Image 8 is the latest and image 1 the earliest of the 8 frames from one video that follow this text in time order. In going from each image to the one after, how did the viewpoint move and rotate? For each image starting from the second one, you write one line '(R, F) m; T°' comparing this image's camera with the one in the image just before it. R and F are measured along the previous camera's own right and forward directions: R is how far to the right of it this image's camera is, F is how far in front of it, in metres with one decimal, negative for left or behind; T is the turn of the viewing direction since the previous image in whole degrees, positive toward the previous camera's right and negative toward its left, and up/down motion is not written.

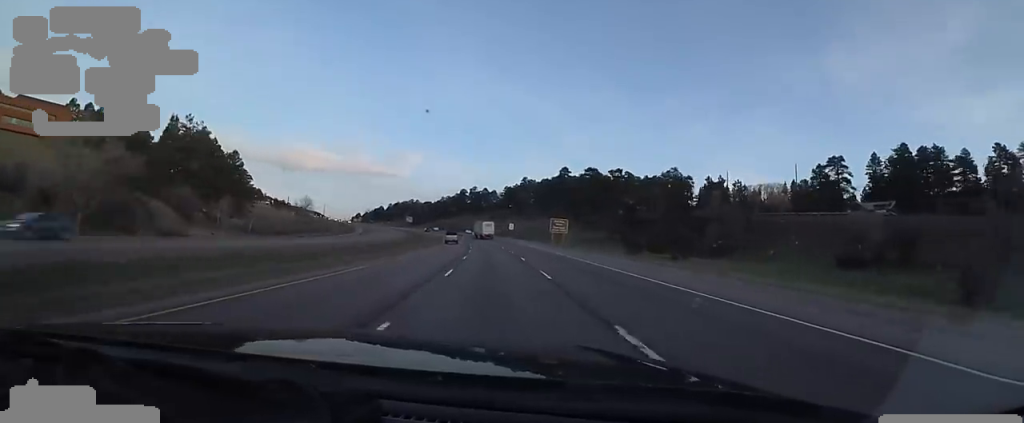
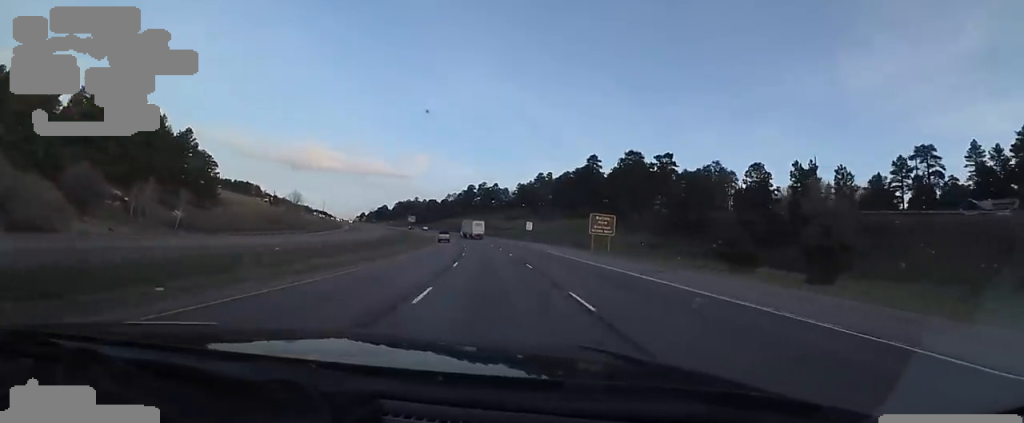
(-0.4, +31.7) m; -2°
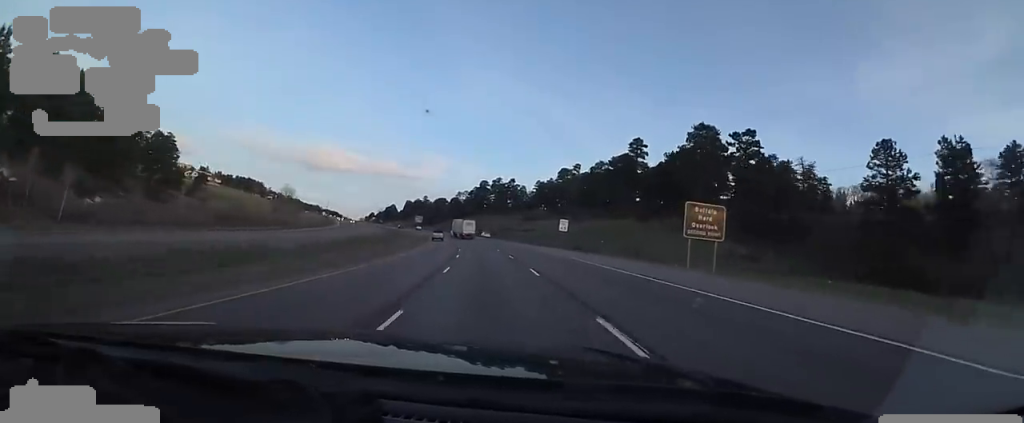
(-0.8, +28.9) m; -2°
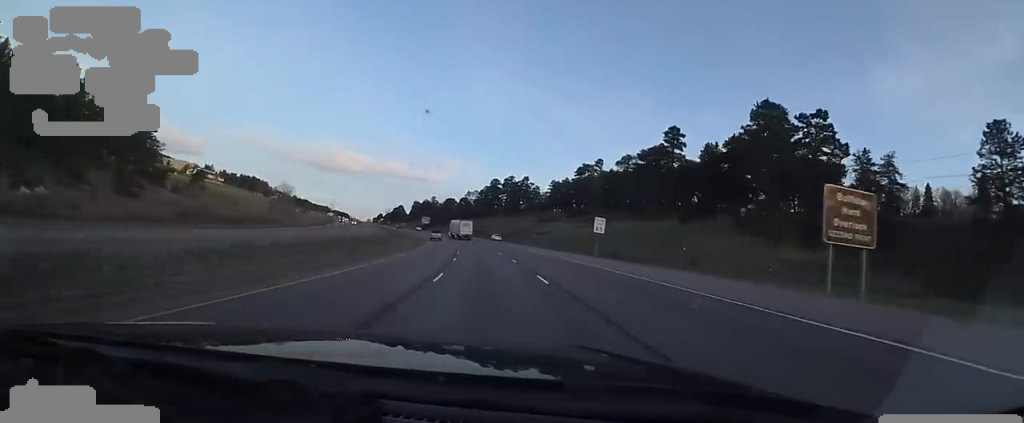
(0.0, +15.4) m; 0°
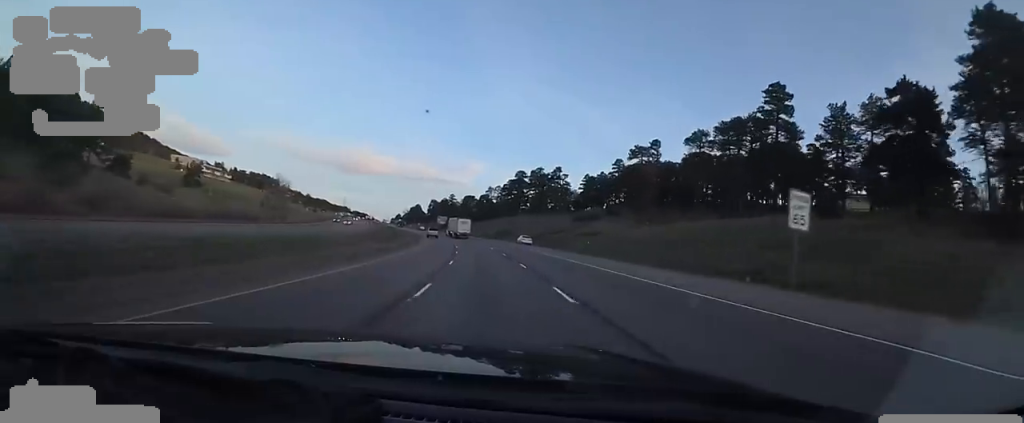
(-0.1, +27.8) m; -2°
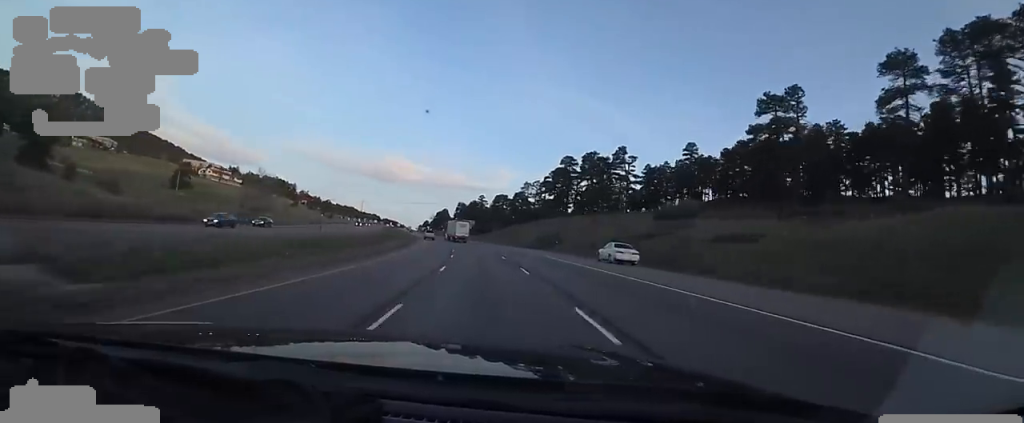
(-1.9, +38.4) m; -7°
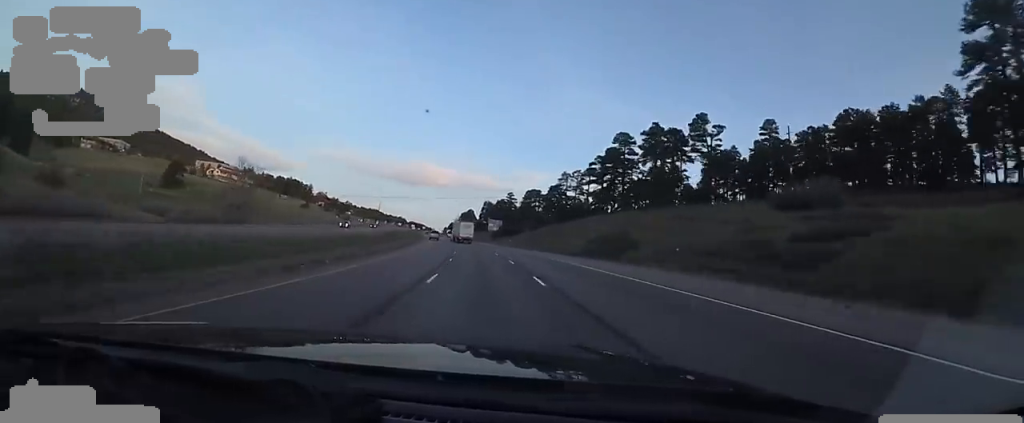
(-1.4, +28.0) m; -3°
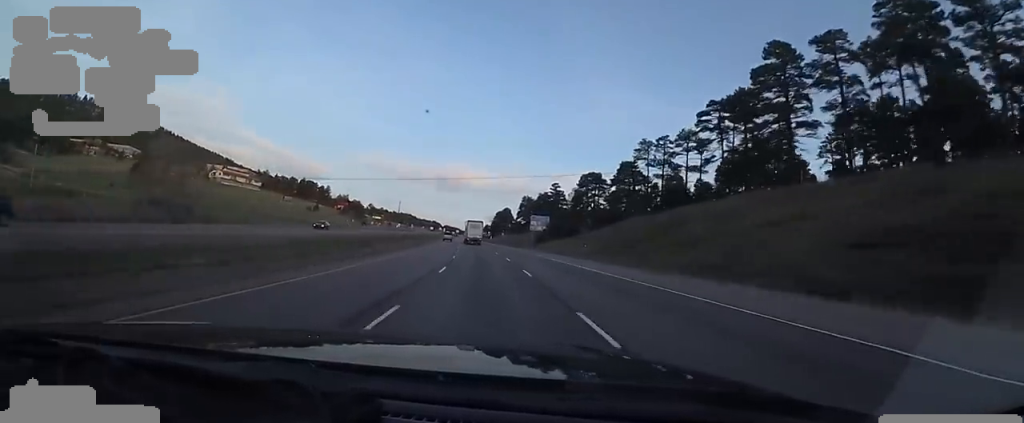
(-1.1, +43.3) m; -4°
